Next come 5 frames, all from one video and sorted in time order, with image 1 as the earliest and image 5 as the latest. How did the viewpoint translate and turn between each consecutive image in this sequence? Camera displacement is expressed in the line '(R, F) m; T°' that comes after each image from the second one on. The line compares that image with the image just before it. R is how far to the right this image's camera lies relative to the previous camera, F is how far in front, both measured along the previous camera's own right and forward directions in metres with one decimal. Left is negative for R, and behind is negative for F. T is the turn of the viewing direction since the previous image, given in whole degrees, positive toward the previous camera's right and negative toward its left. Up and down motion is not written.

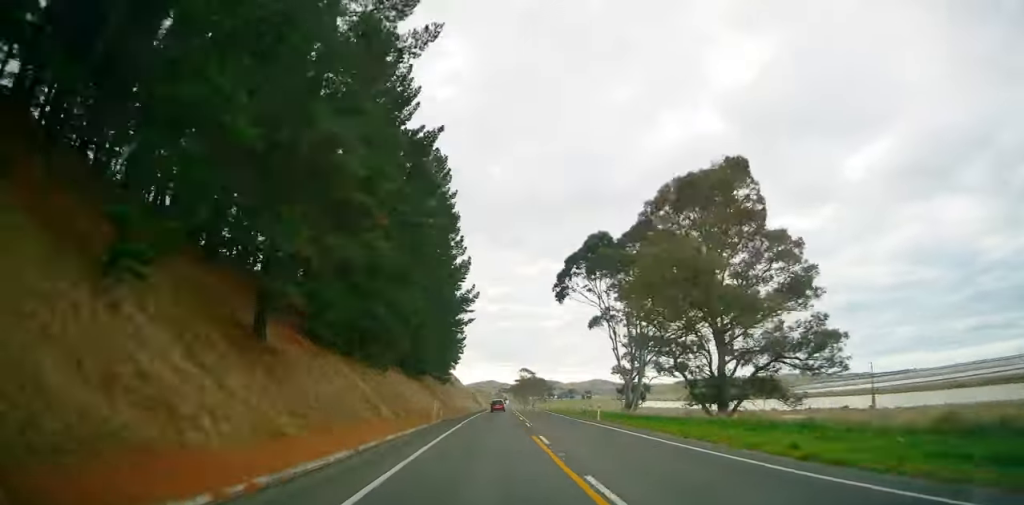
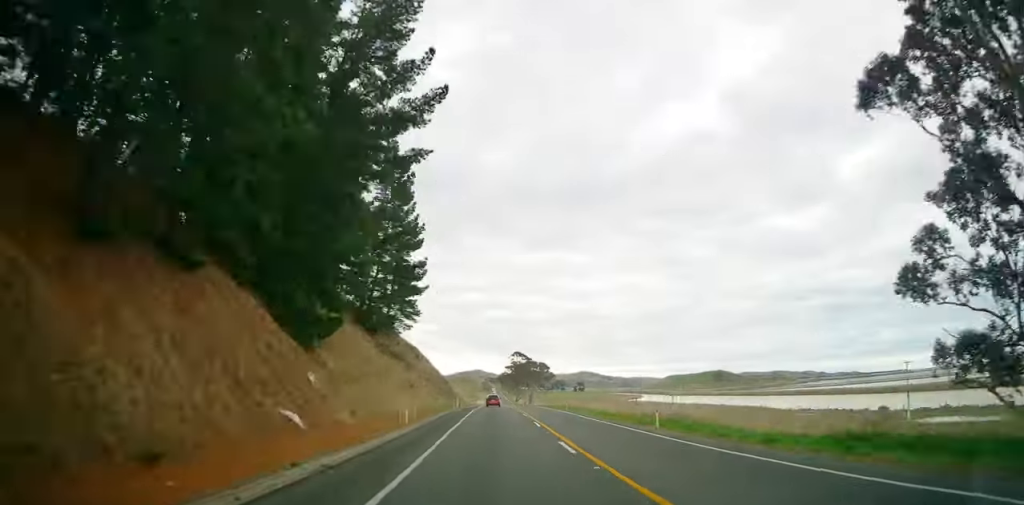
(+1.6, +55.1) m; +2°
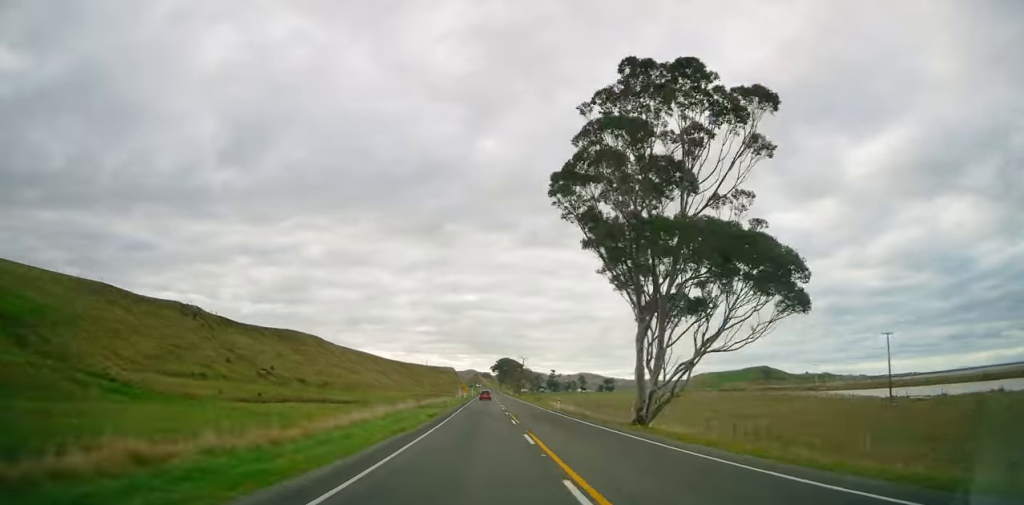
(+0.9, +215.2) m; 0°
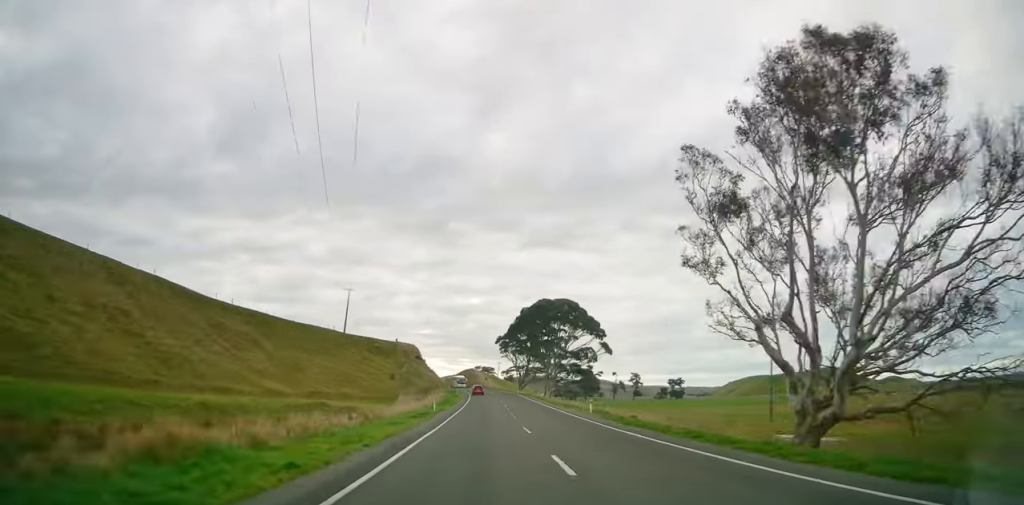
(-1.2, +188.0) m; -3°
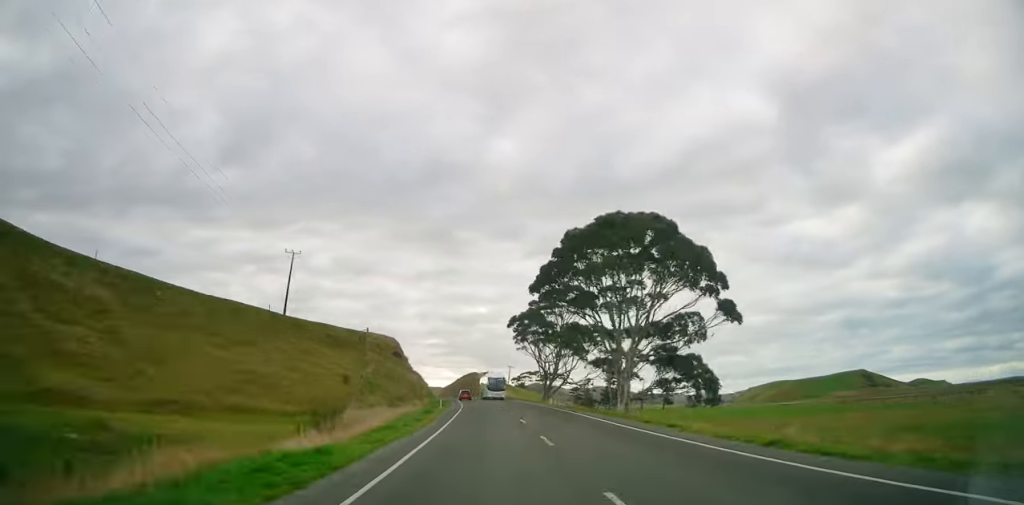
(+0.1, +44.0) m; -2°
